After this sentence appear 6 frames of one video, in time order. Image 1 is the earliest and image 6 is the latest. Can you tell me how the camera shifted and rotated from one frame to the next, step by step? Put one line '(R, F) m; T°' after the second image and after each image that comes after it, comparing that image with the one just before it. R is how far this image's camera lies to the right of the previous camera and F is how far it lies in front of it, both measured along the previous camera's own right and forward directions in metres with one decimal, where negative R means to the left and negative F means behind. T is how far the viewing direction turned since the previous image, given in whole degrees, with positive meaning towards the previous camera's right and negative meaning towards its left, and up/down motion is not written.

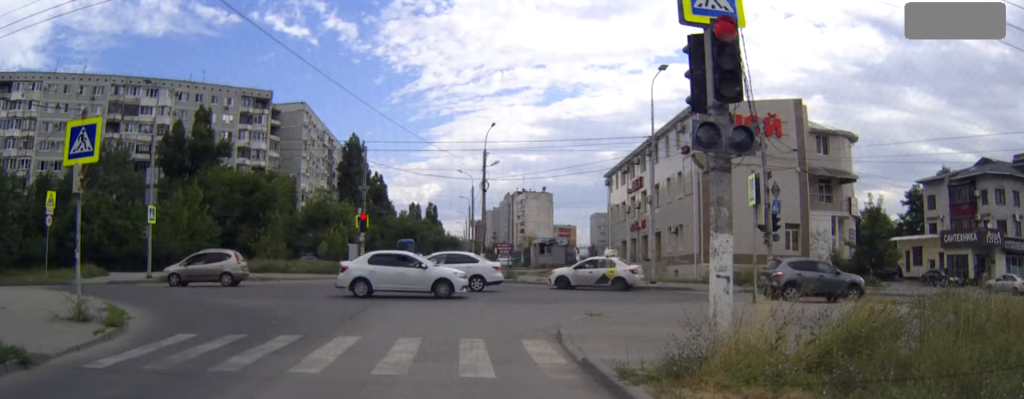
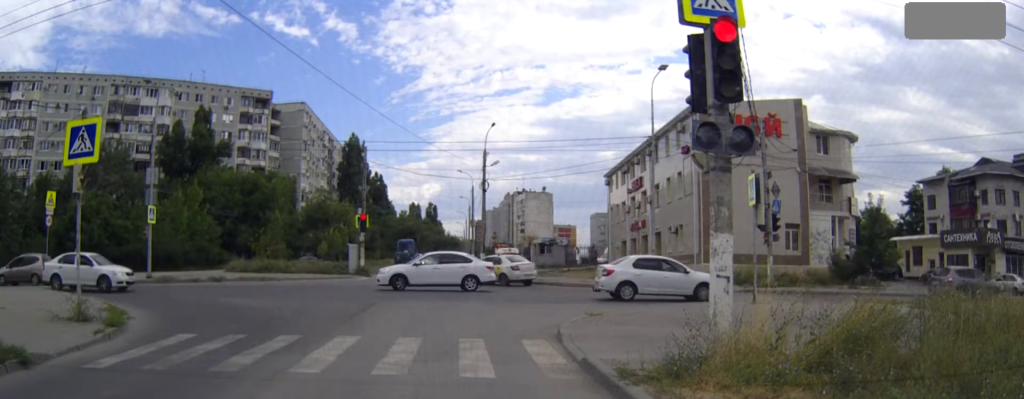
(0.0, 0.0) m; 0°
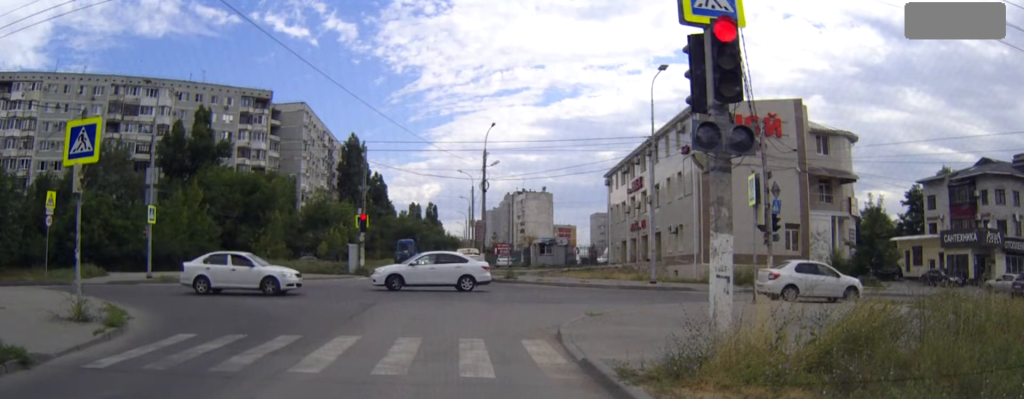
(0.0, 0.0) m; 0°
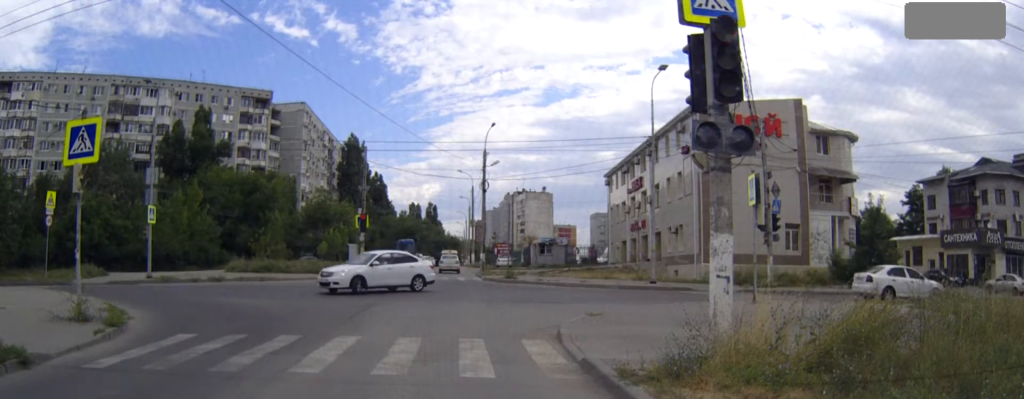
(0.0, 0.0) m; 0°
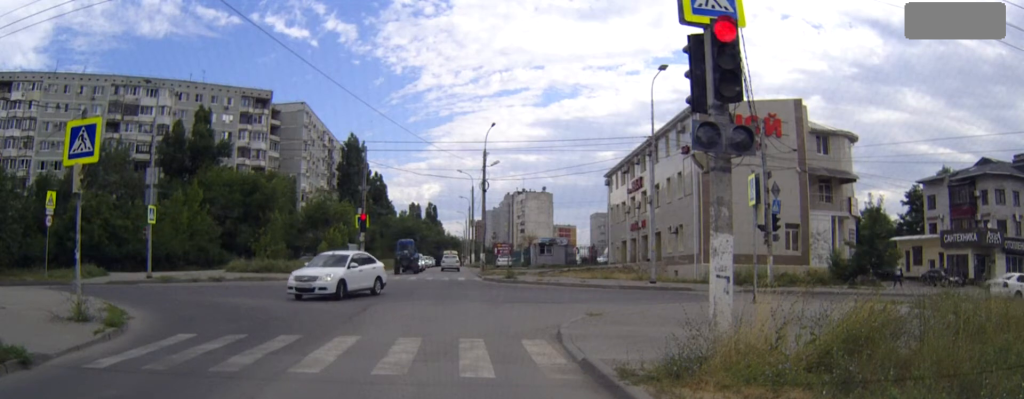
(0.0, 0.0) m; 0°
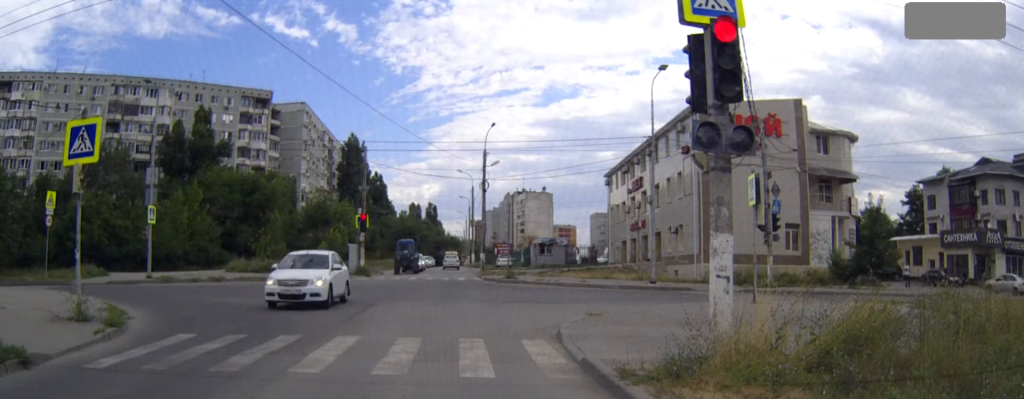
(0.0, 0.0) m; 0°
